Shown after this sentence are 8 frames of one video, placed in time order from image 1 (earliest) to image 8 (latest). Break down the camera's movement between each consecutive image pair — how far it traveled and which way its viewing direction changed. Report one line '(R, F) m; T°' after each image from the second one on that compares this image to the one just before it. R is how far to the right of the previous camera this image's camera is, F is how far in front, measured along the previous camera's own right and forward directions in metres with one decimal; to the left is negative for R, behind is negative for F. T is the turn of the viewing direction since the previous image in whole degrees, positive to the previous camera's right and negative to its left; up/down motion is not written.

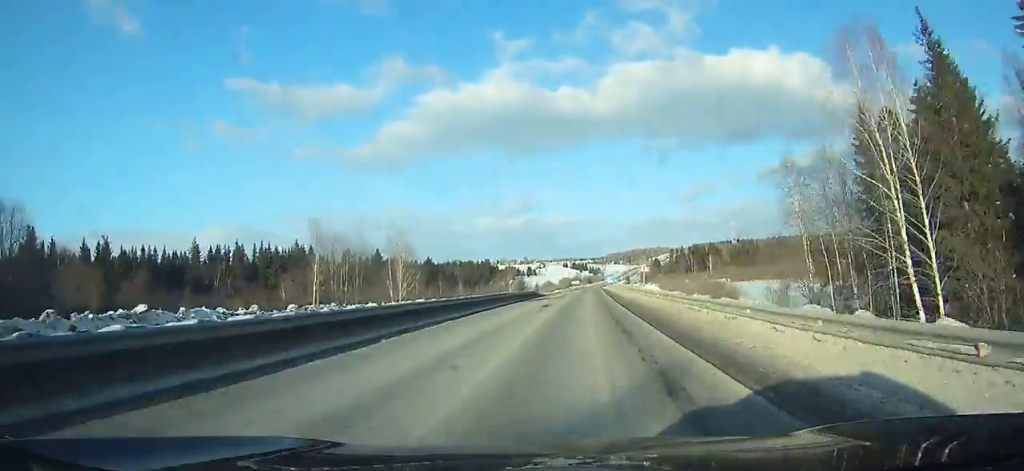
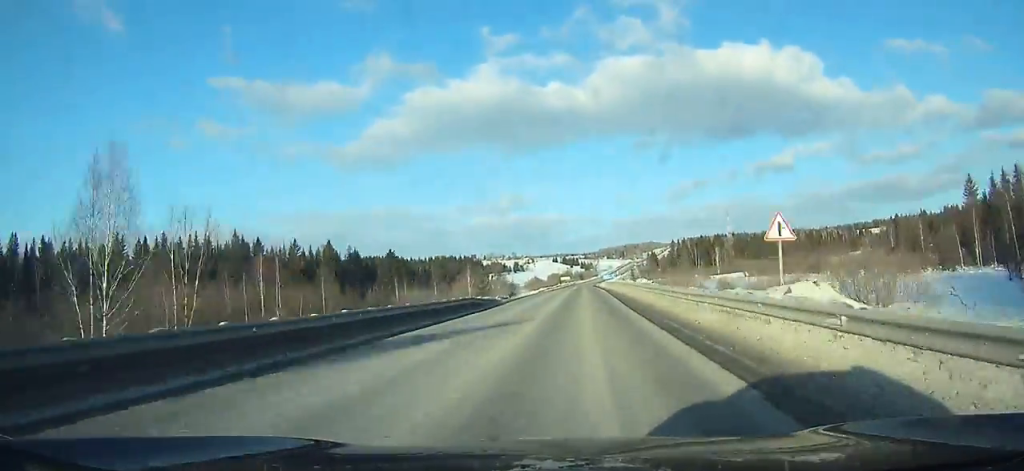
(+0.8, +35.3) m; +1°
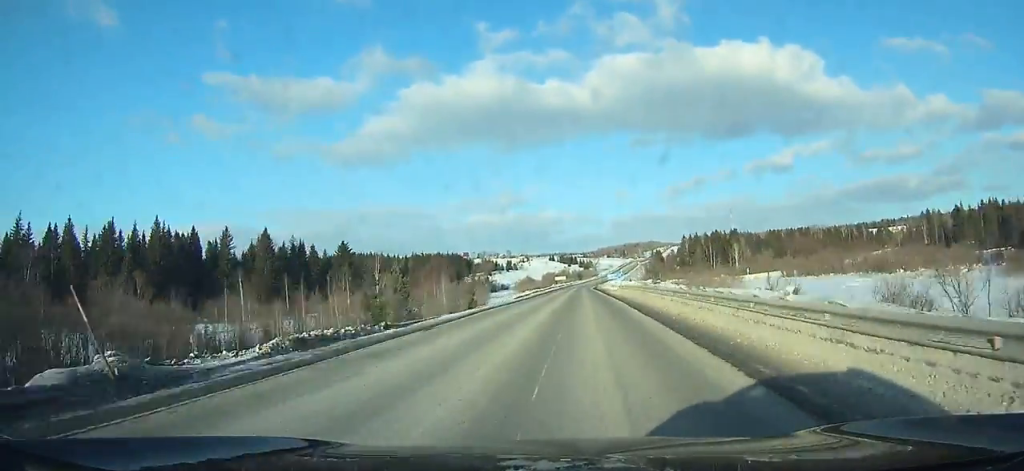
(+0.1, +36.9) m; 0°
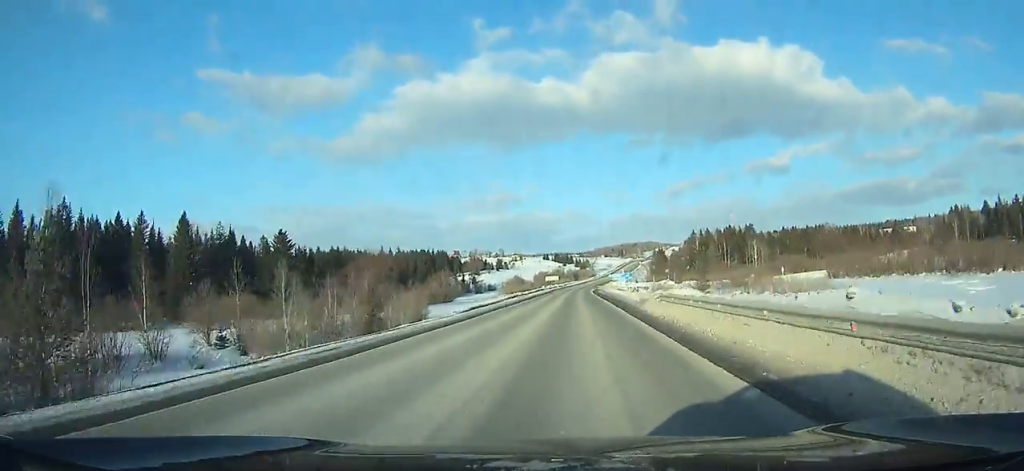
(0.0, +30.4) m; 0°
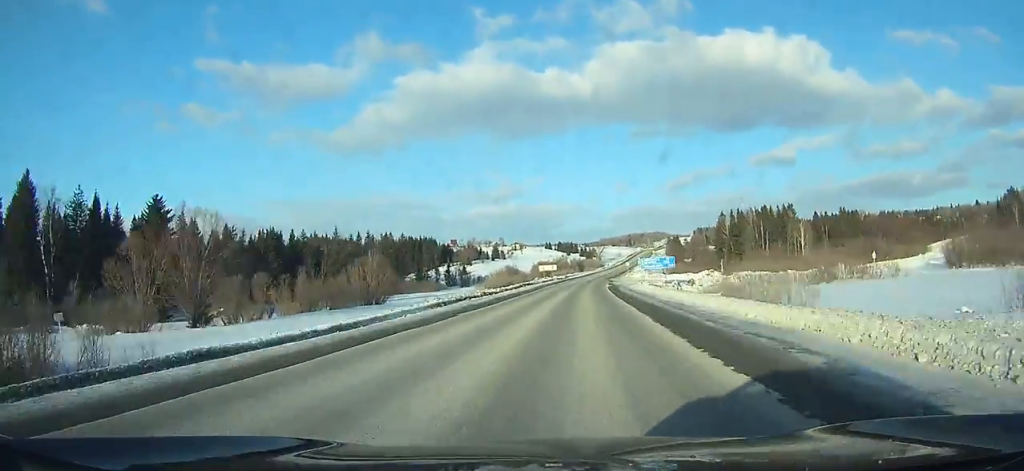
(-0.5, +41.4) m; +1°
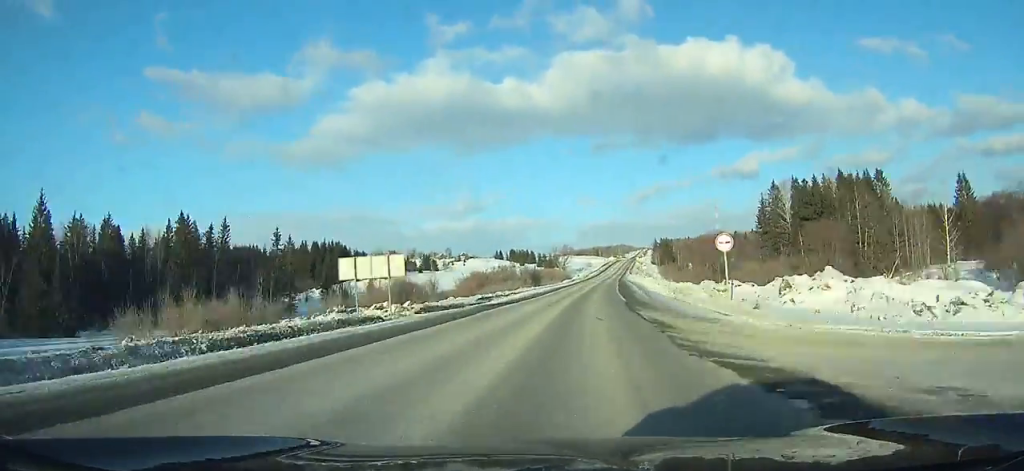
(+2.4, +83.7) m; +3°
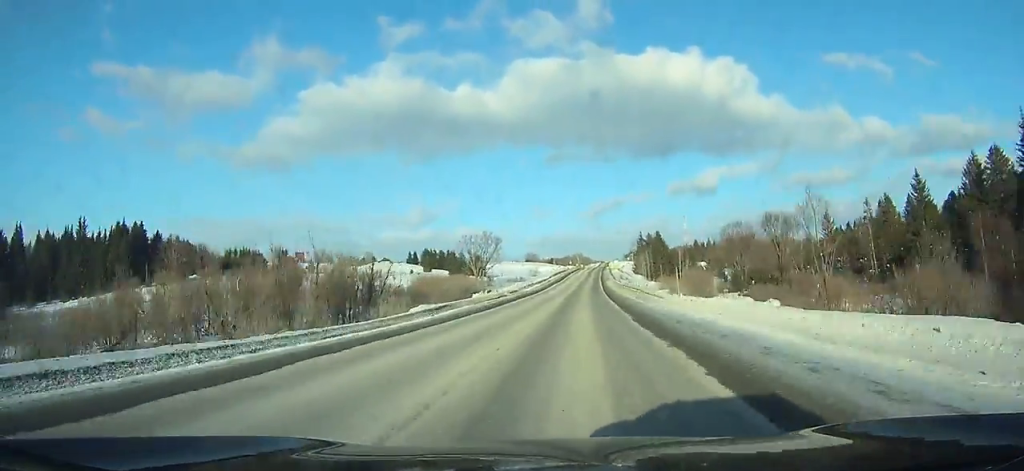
(+2.2, +99.5) m; +3°
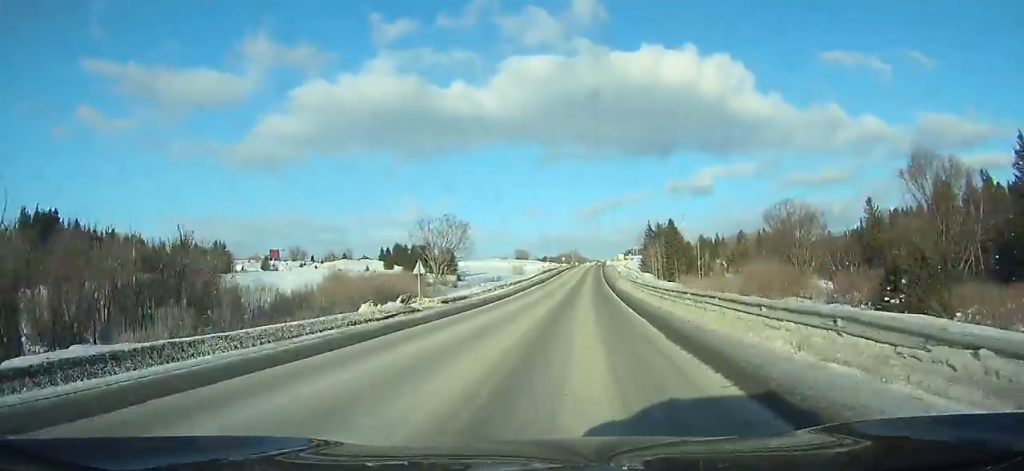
(+0.1, +29.6) m; +1°
